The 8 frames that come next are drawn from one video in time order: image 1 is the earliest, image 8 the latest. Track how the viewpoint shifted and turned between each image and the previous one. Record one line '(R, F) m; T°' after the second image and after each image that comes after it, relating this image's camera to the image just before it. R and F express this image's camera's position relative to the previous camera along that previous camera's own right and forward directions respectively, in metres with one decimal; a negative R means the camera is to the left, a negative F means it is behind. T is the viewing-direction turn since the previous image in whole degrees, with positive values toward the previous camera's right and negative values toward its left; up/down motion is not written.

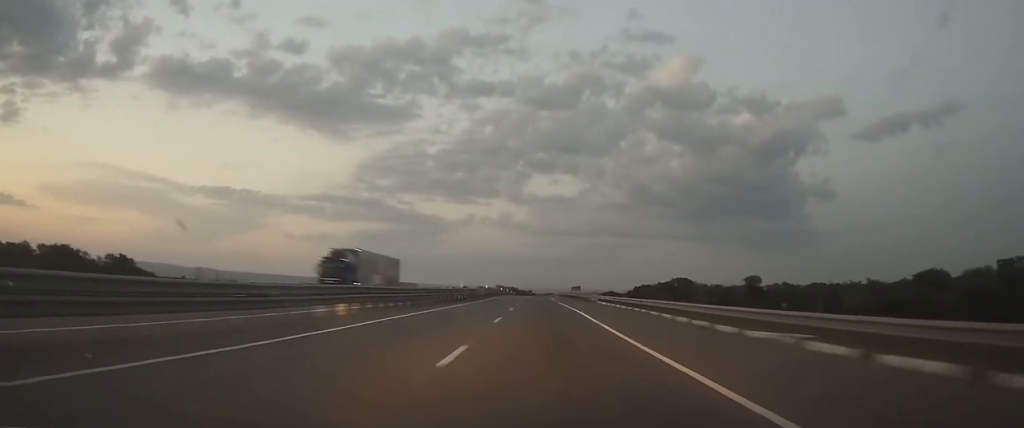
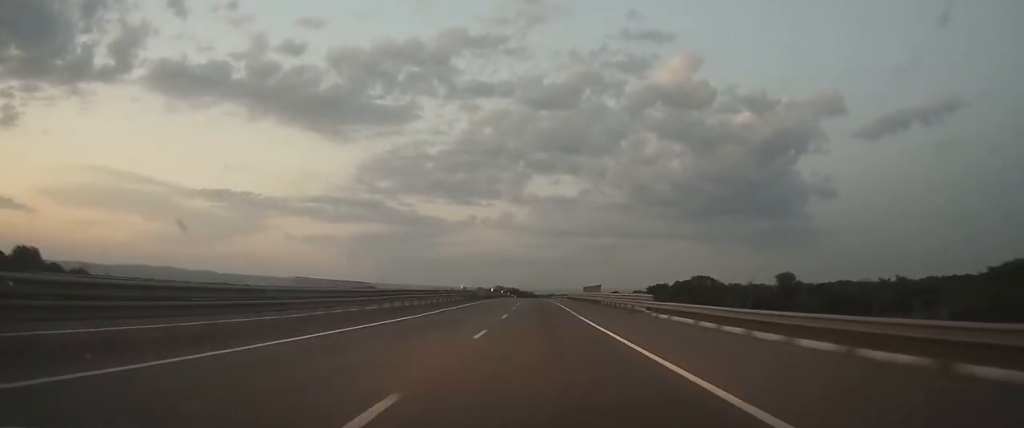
(-0.1, +29.9) m; 0°
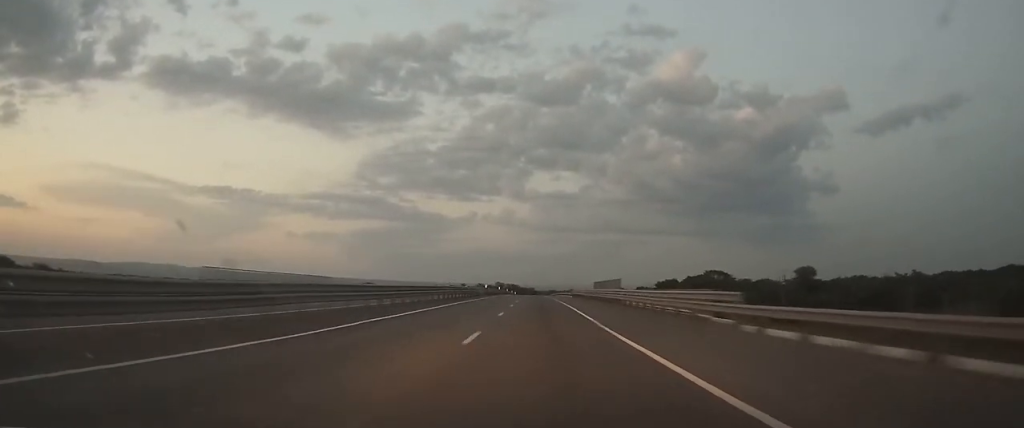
(0.0, +14.5) m; 0°
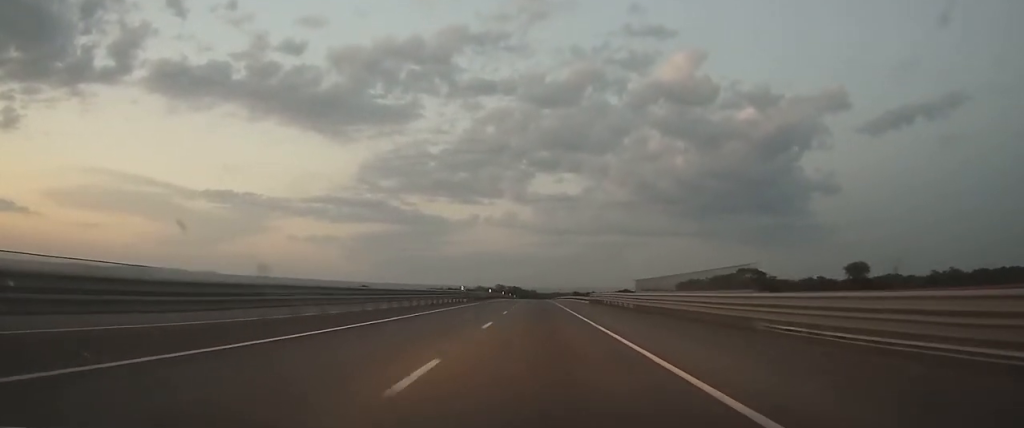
(0.0, +30.1) m; 0°
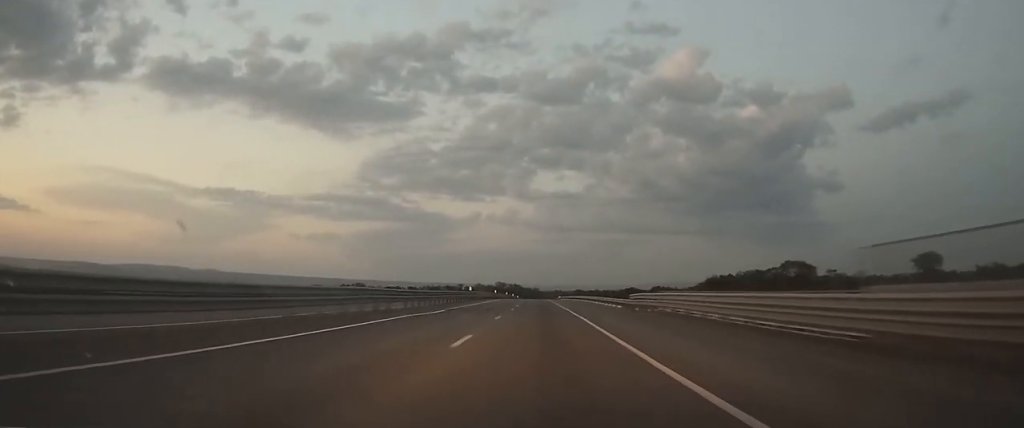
(-0.1, +30.3) m; 0°
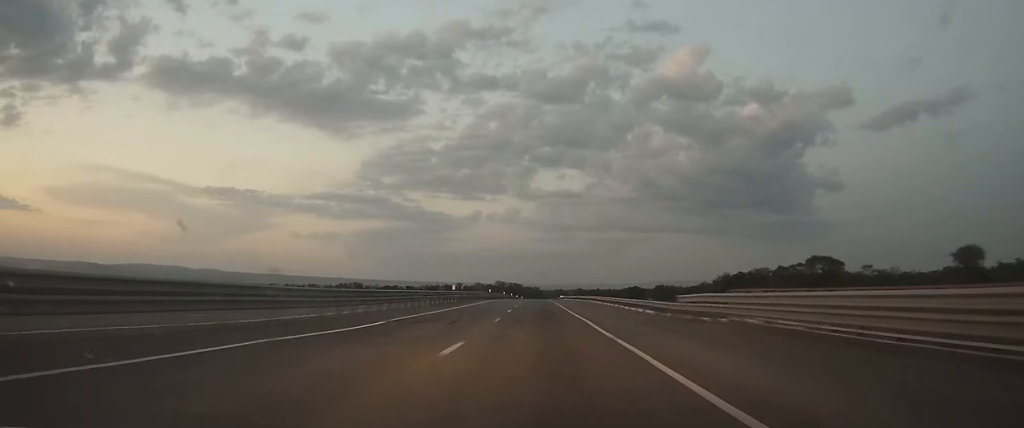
(0.0, +13.6) m; 0°
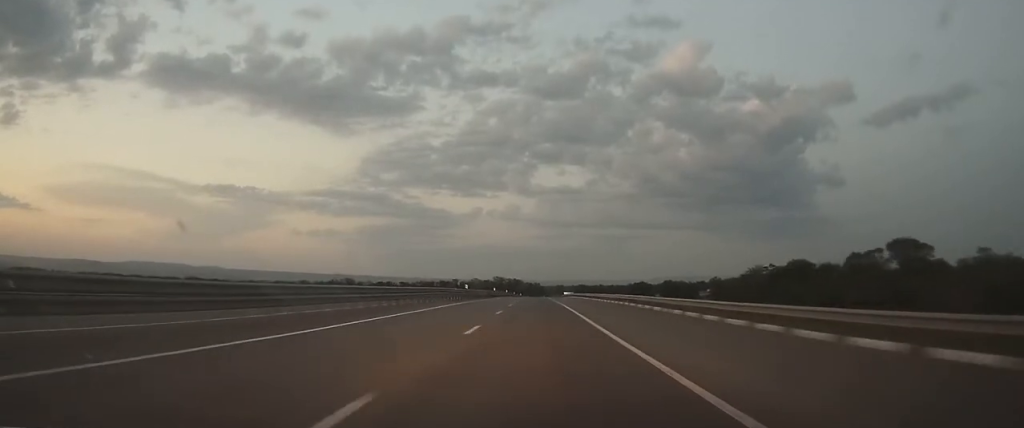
(0.0, +31.5) m; 0°
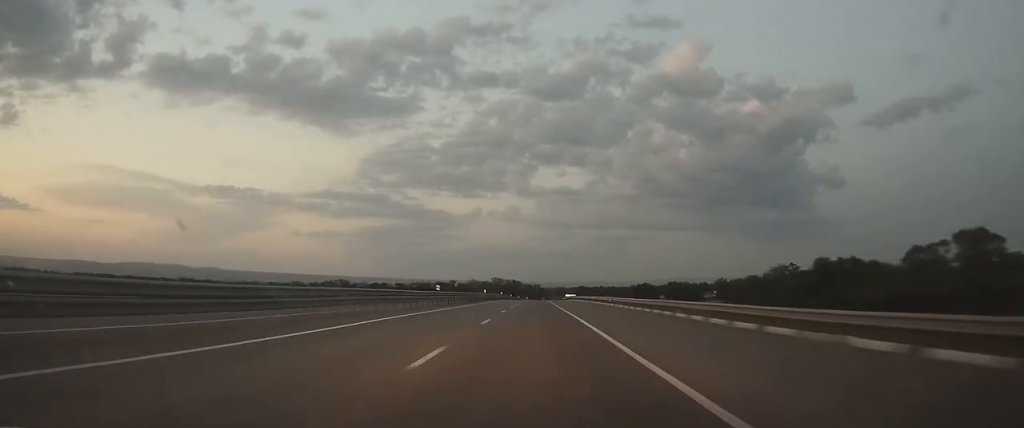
(0.0, +17.9) m; 0°
